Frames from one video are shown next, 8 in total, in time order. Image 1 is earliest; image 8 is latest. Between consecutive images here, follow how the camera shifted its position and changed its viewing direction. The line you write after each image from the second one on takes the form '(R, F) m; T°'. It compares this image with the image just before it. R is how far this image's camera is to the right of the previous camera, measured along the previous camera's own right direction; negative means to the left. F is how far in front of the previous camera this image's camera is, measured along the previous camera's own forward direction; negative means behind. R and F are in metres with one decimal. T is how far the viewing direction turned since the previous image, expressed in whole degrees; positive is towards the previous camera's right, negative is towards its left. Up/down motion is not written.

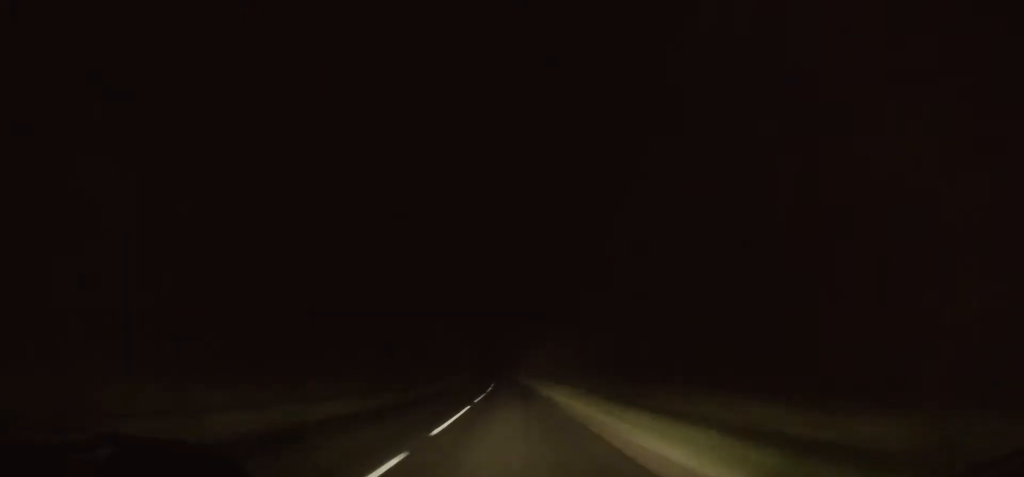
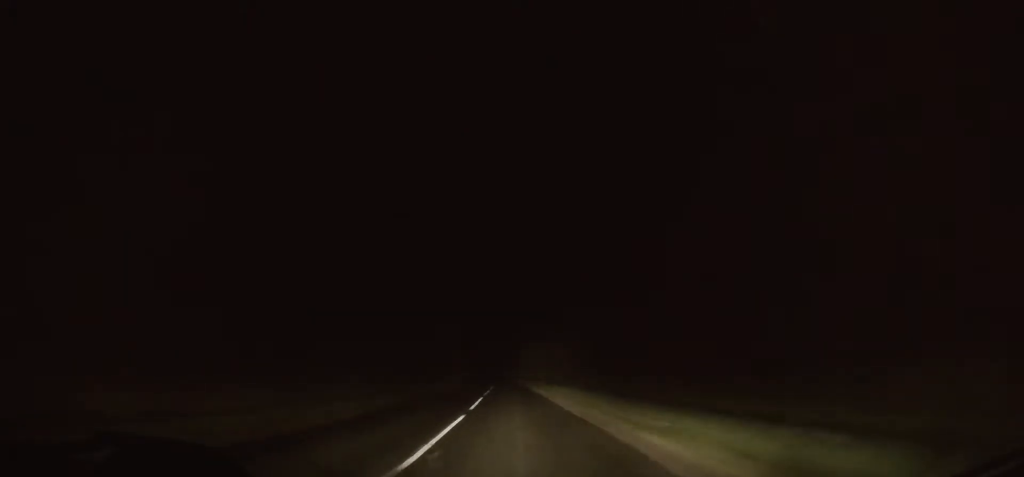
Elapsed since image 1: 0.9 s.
(0.0, +27.3) m; -1°
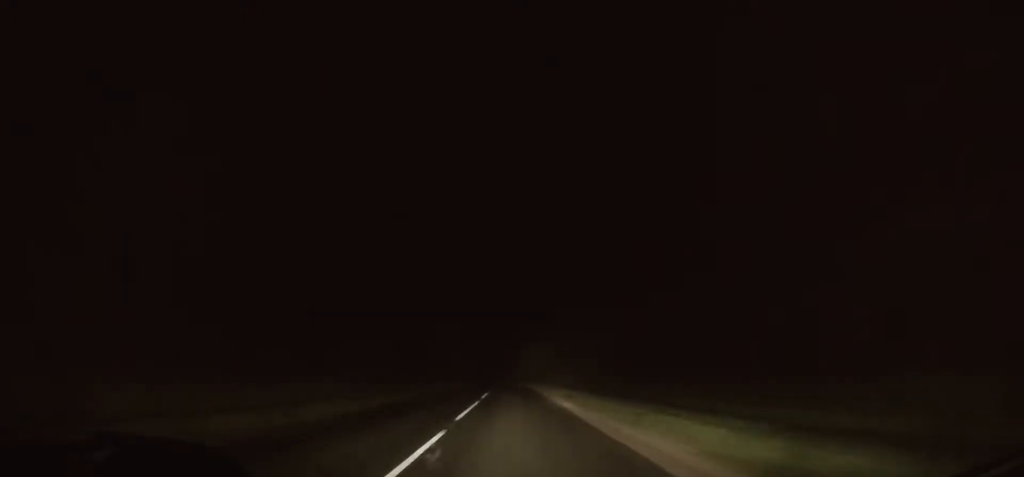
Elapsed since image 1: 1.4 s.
(-0.1, +17.1) m; 0°
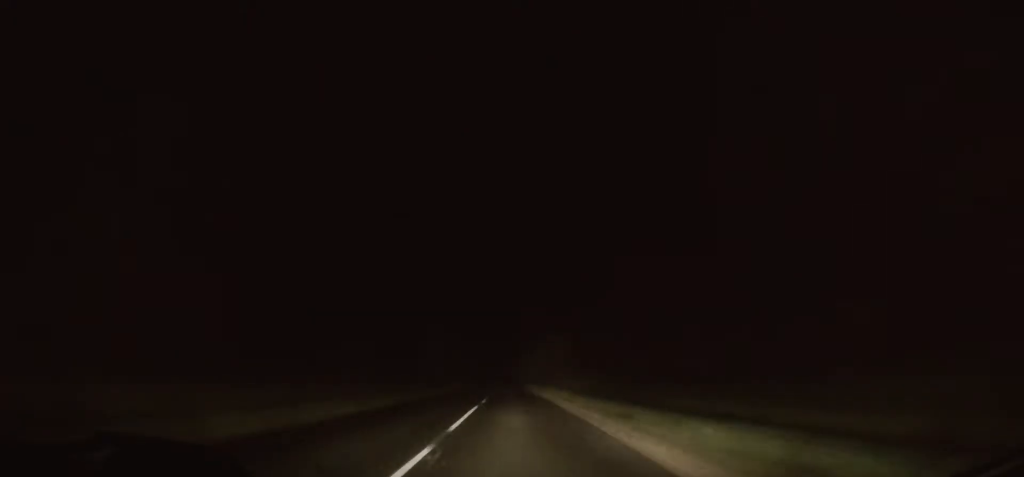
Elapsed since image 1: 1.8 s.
(0.0, +14.1) m; 0°
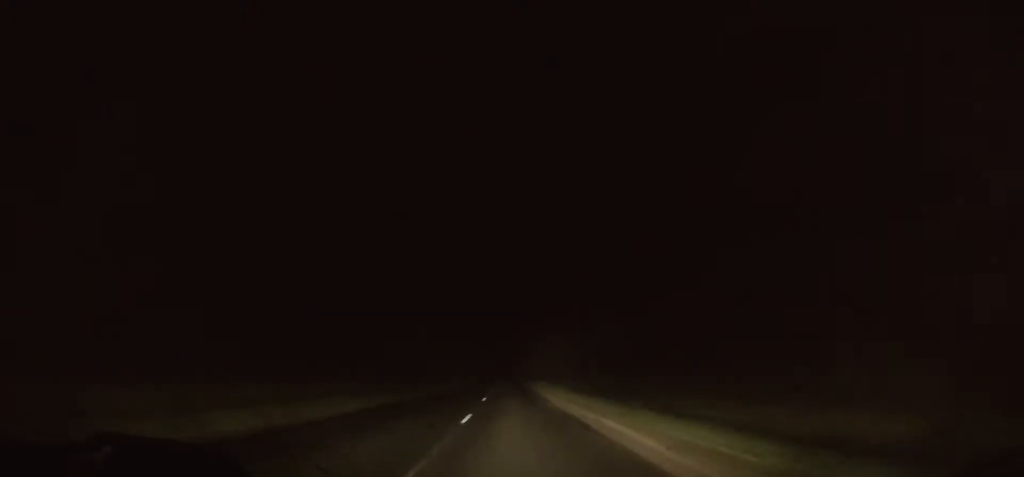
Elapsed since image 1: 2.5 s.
(0.0, +21.8) m; 0°
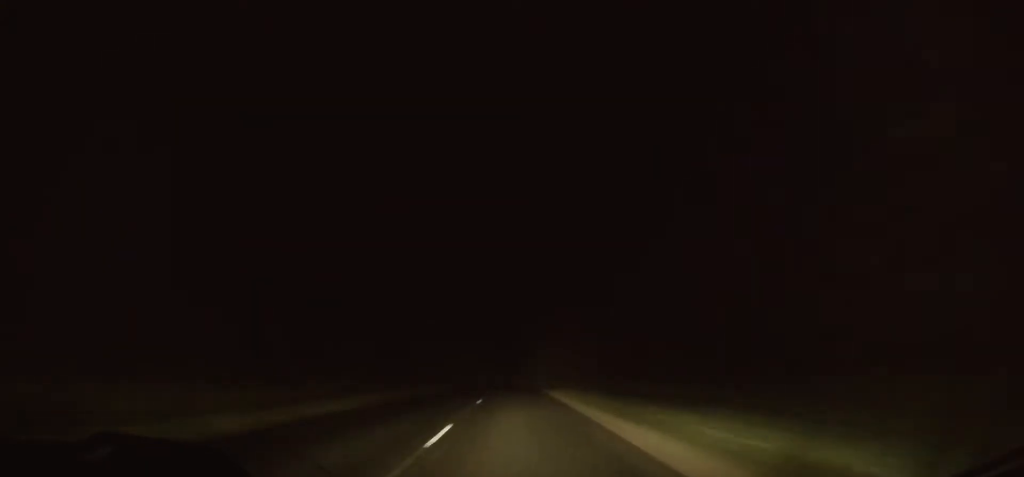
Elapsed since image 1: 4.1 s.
(-0.4, +53.8) m; -1°
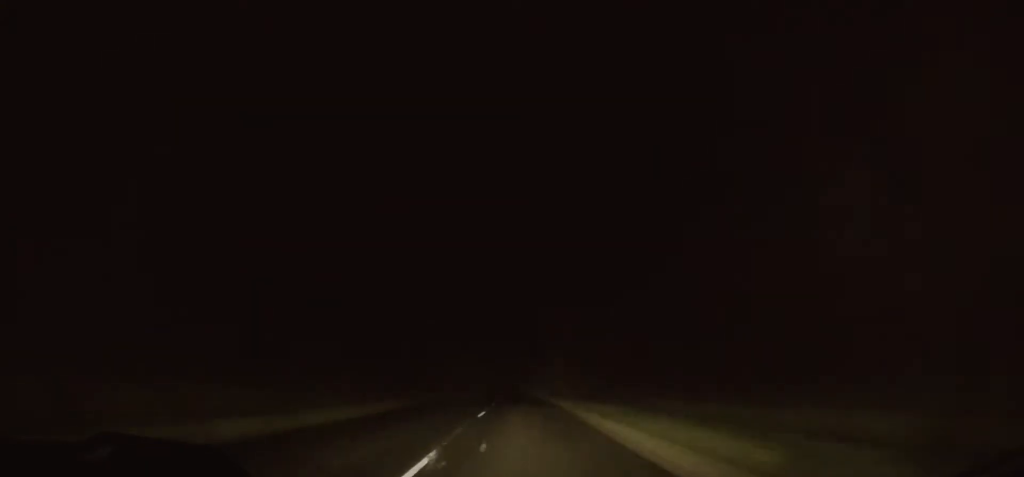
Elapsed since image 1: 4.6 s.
(0.0, +15.3) m; 0°
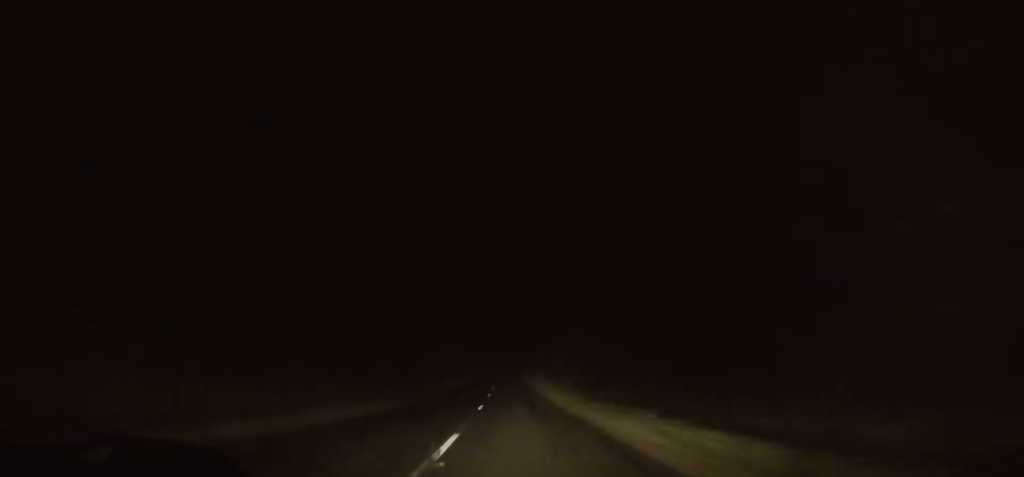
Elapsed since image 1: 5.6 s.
(-0.1, +33.4) m; +1°
